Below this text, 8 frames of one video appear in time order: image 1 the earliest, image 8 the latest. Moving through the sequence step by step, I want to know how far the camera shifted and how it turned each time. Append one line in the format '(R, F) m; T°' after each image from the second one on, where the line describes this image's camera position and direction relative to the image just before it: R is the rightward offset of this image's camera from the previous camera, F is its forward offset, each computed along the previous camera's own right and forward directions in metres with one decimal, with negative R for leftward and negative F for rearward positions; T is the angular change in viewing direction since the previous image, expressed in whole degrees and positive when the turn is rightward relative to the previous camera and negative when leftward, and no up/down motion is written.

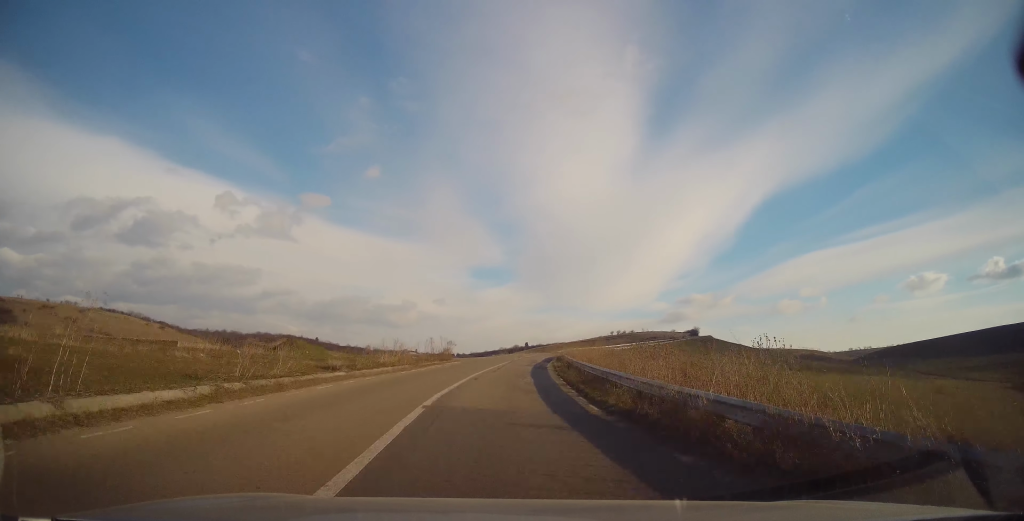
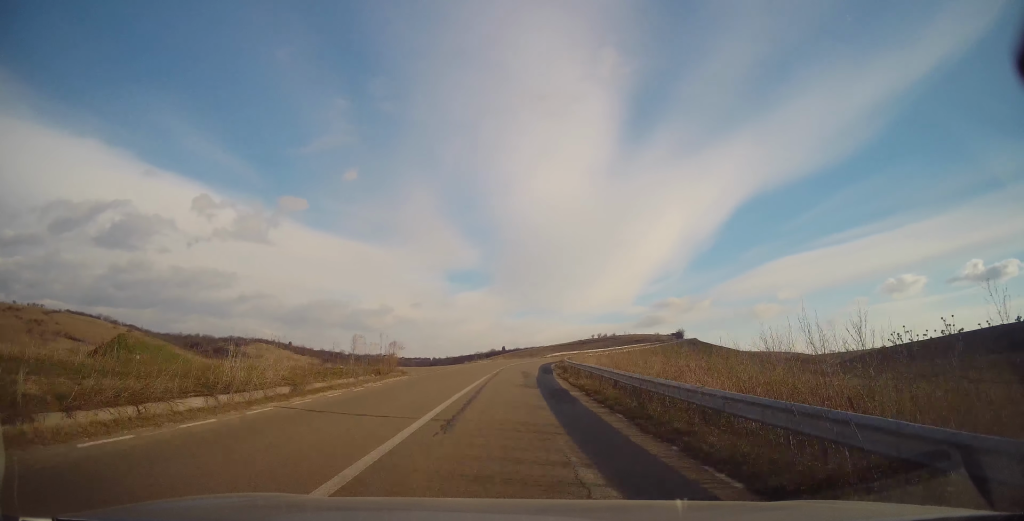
(+0.2, +16.4) m; +3°
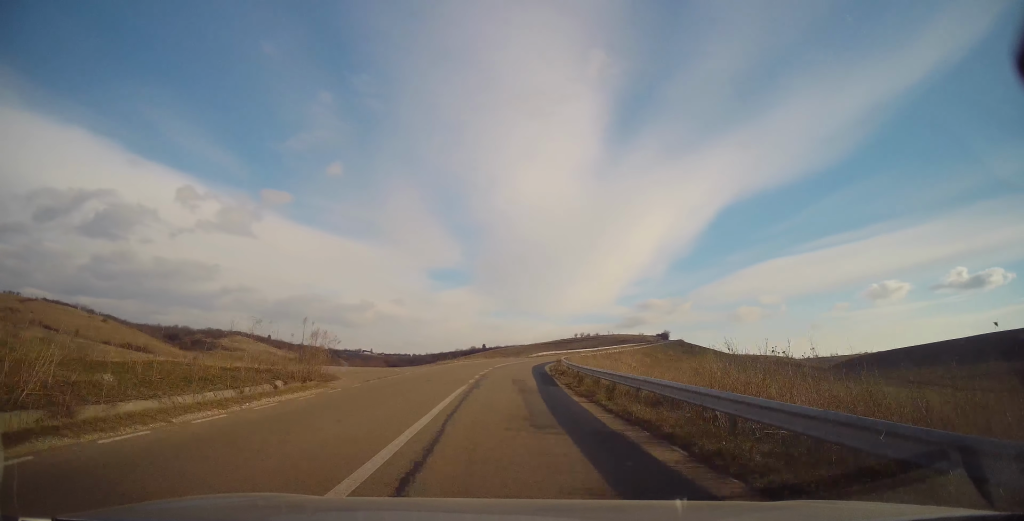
(+0.4, +9.4) m; +2°
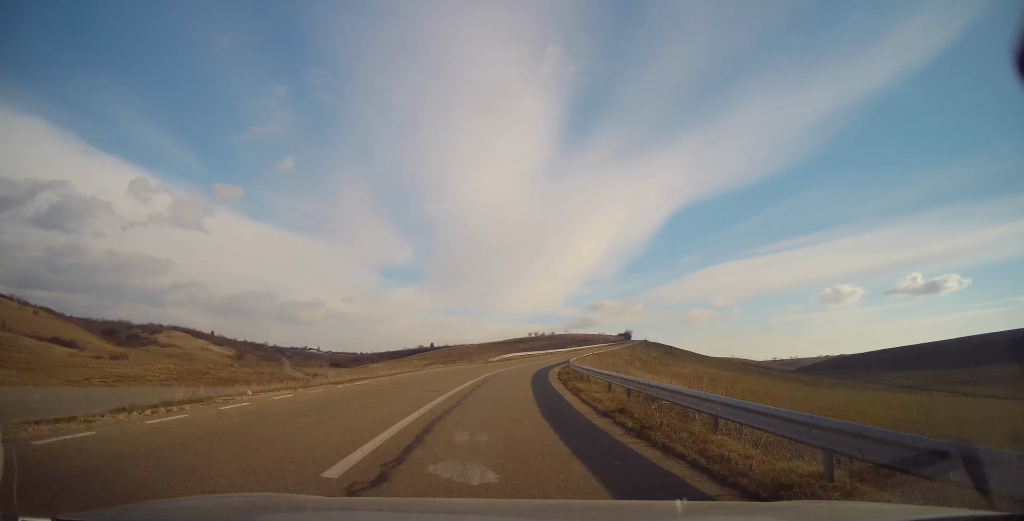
(+1.4, +29.2) m; +5°
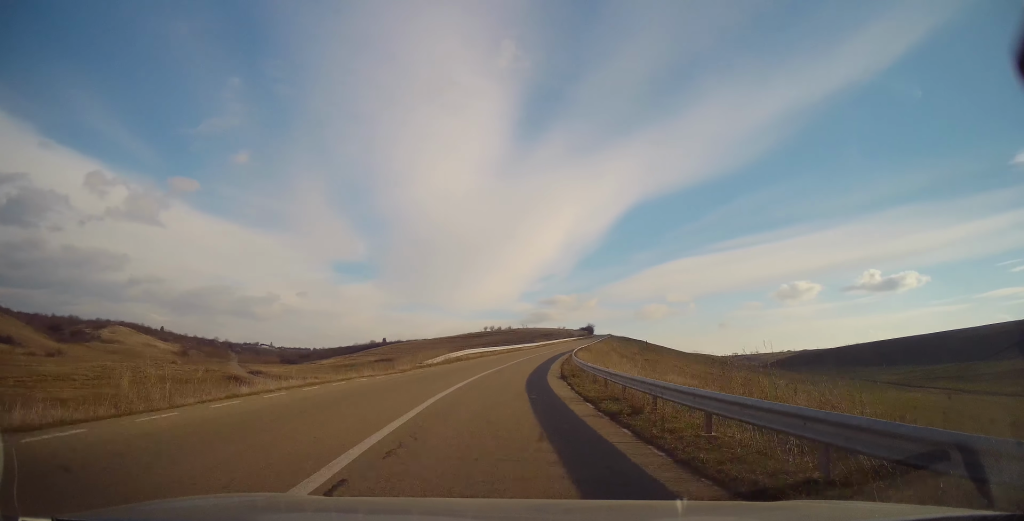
(+0.8, +21.4) m; +5°
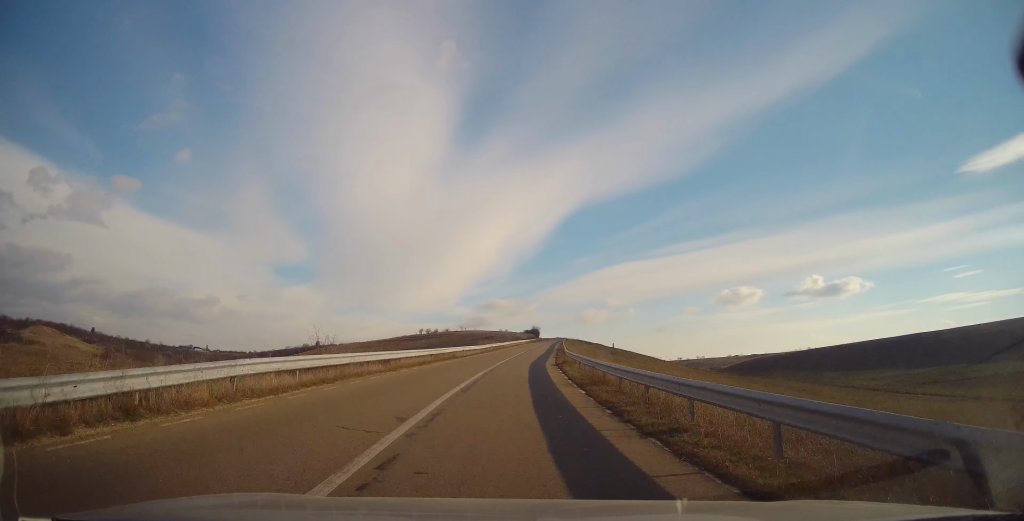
(+1.4, +28.6) m; +6°
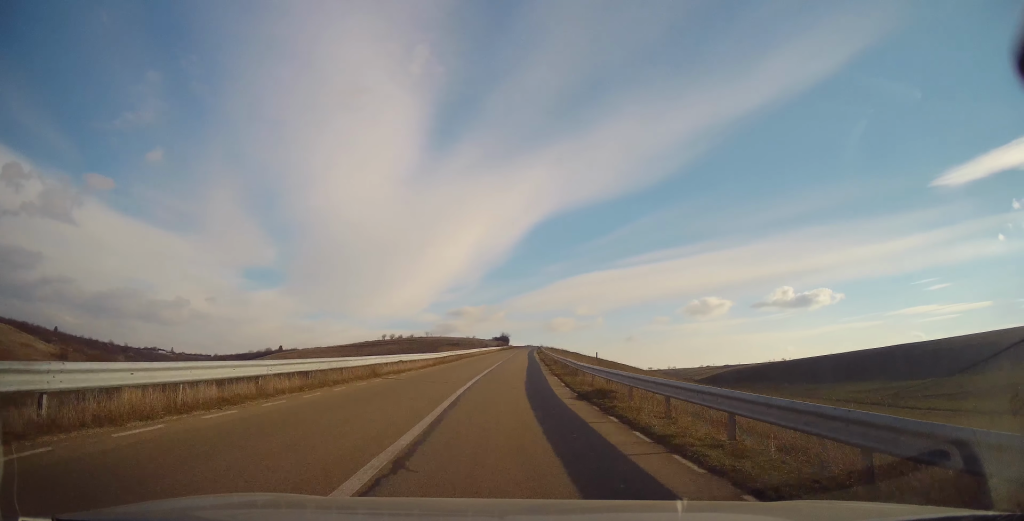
(+0.8, +16.8) m; +3°
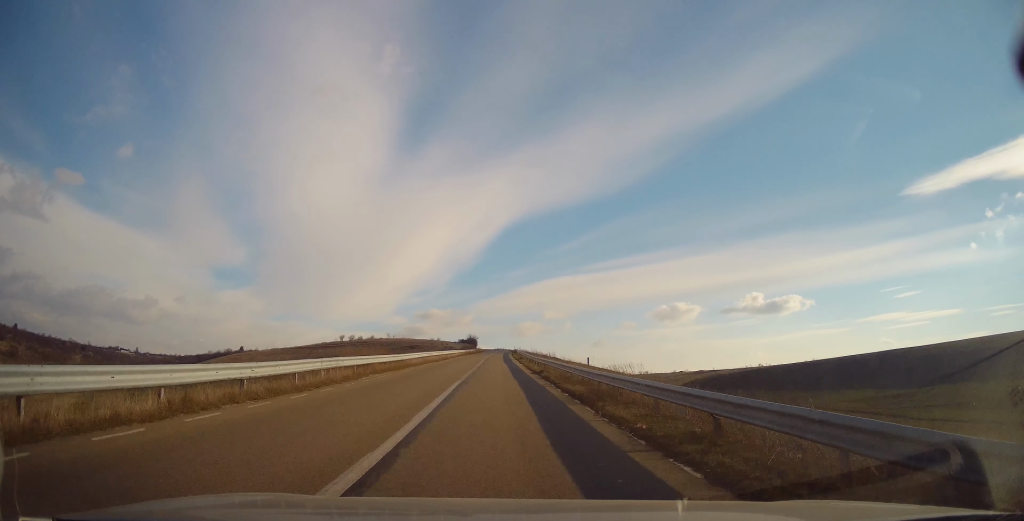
(+0.8, +23.5) m; +3°
